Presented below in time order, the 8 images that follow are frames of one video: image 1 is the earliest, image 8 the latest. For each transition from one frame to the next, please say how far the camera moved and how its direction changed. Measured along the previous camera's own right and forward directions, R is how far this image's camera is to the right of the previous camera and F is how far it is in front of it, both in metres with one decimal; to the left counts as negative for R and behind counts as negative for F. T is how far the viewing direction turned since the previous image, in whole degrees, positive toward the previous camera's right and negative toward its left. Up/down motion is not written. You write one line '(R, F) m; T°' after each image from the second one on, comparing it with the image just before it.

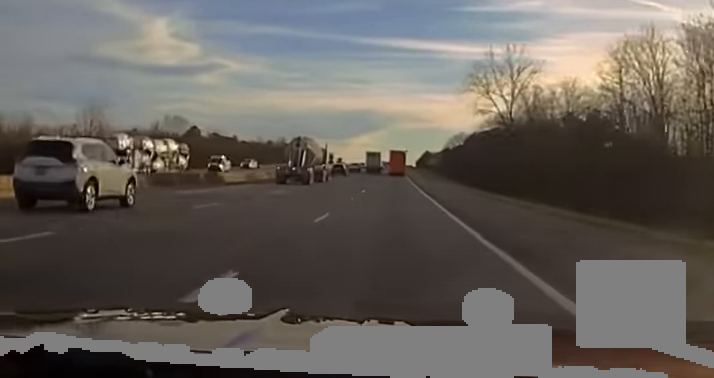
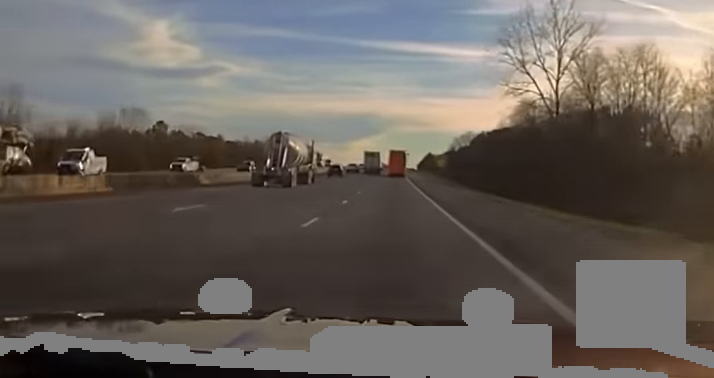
(0.0, +28.2) m; 0°
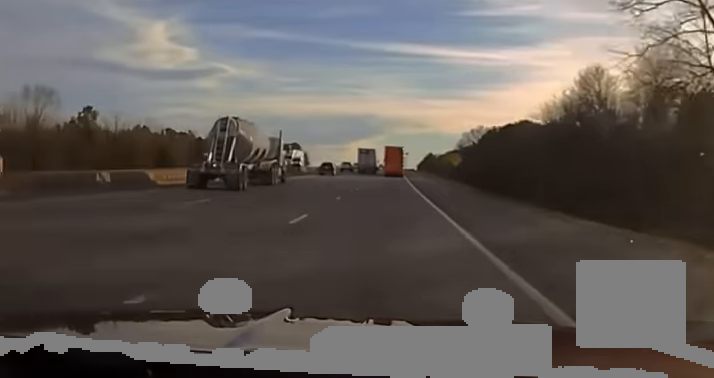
(+0.2, +39.5) m; 0°
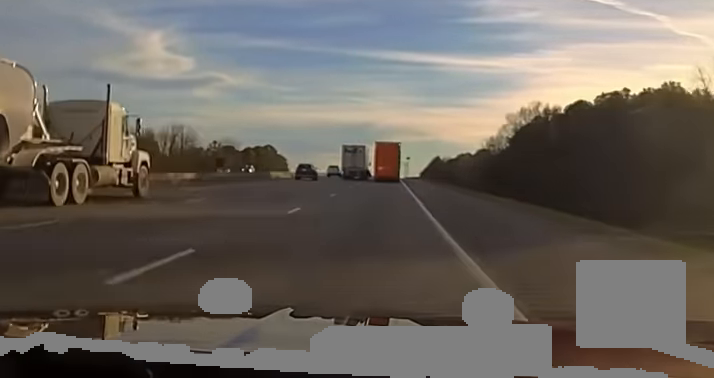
(-0.1, +92.1) m; 0°
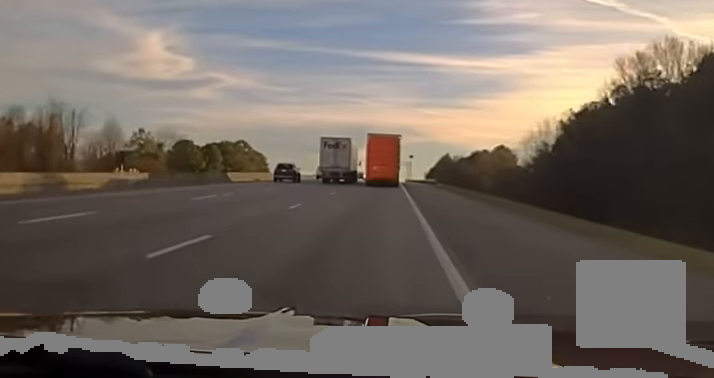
(-0.2, +53.9) m; 0°
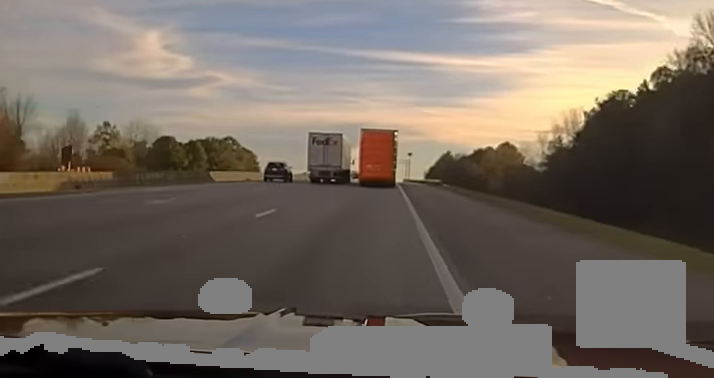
(-0.1, +14.5) m; 0°
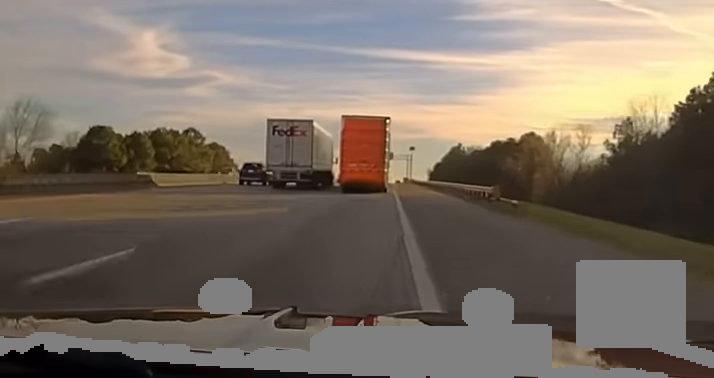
(+0.3, +40.2) m; +1°
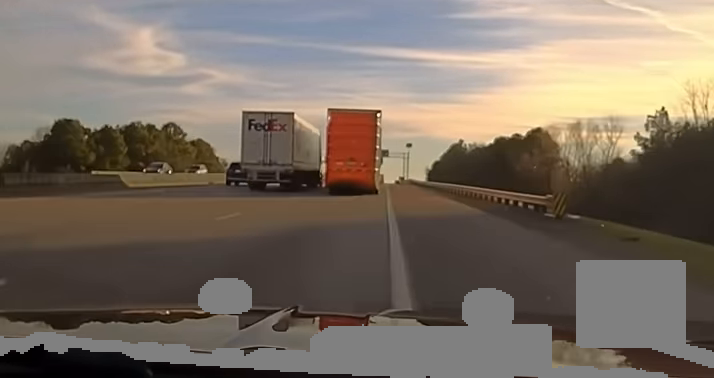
(+0.1, +14.4) m; 0°
